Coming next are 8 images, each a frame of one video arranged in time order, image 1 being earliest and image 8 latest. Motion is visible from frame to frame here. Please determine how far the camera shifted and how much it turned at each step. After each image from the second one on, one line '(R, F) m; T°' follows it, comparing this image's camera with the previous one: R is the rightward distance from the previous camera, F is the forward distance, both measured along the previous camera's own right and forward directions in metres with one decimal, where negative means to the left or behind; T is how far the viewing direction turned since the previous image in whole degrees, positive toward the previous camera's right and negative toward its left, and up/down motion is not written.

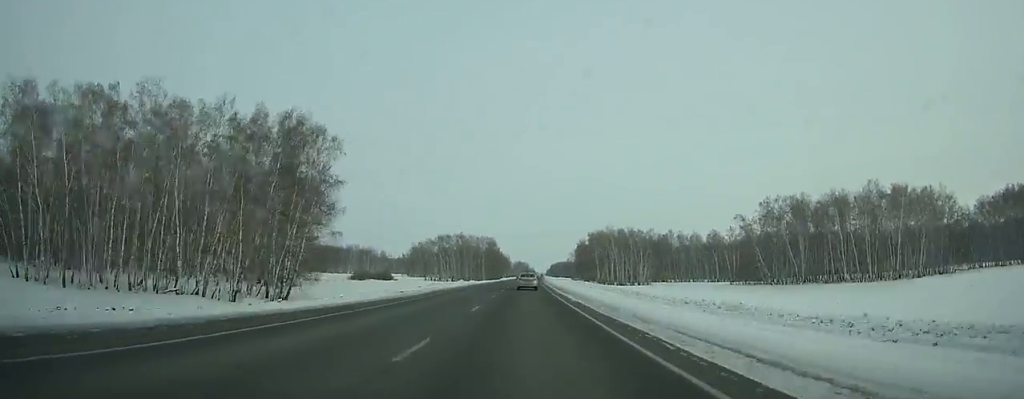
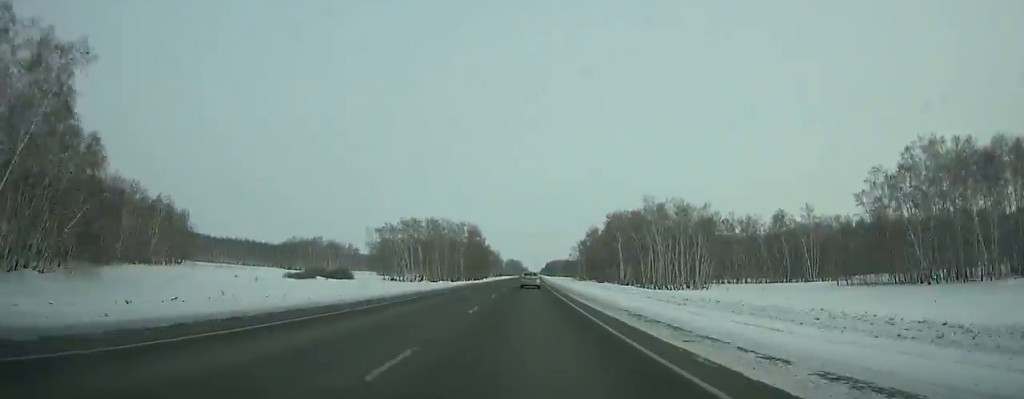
(+0.2, +61.7) m; +1°
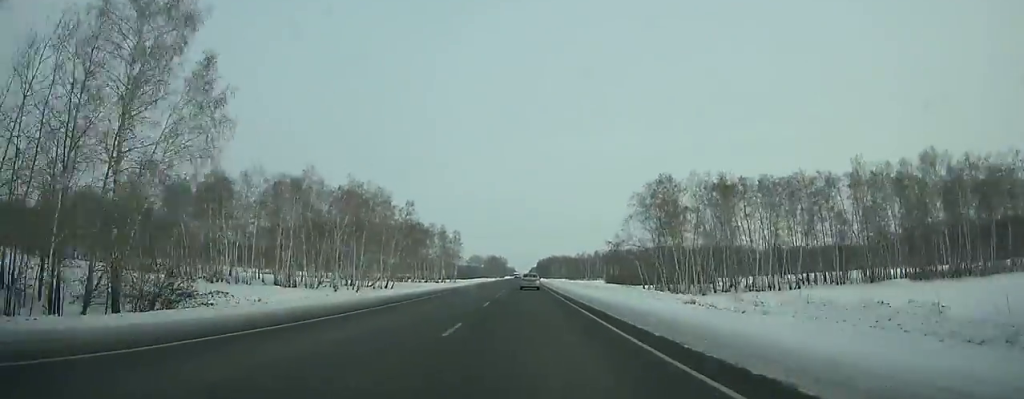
(+2.2, +185.9) m; +1°
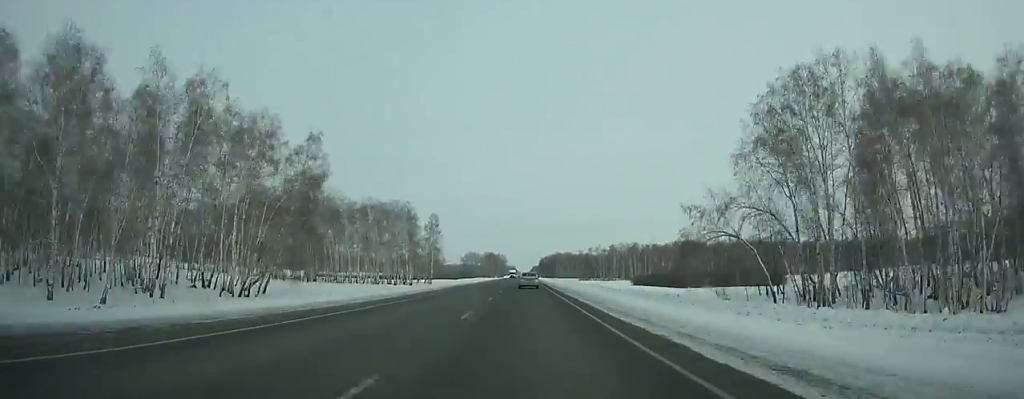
(-0.1, +55.9) m; 0°
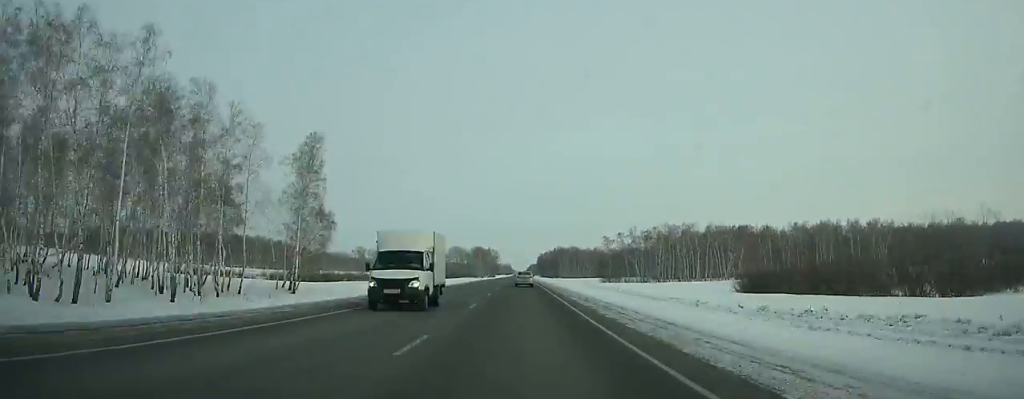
(-0.3, +91.0) m; 0°
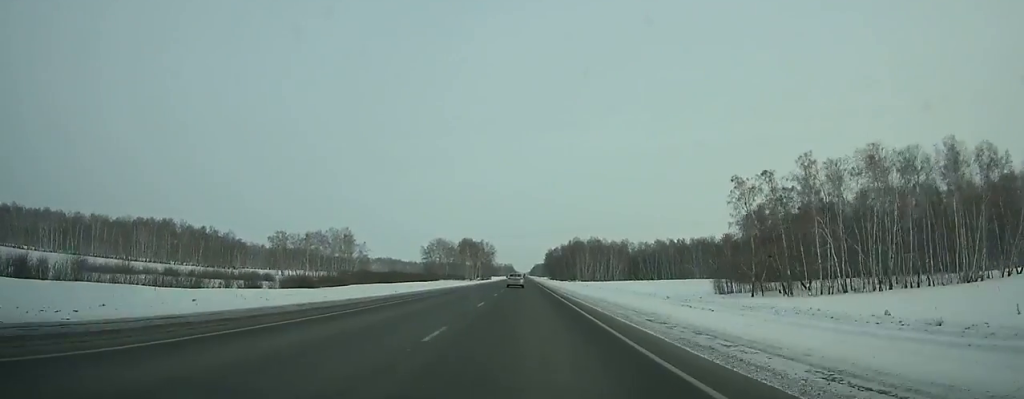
(-0.2, +108.7) m; 0°
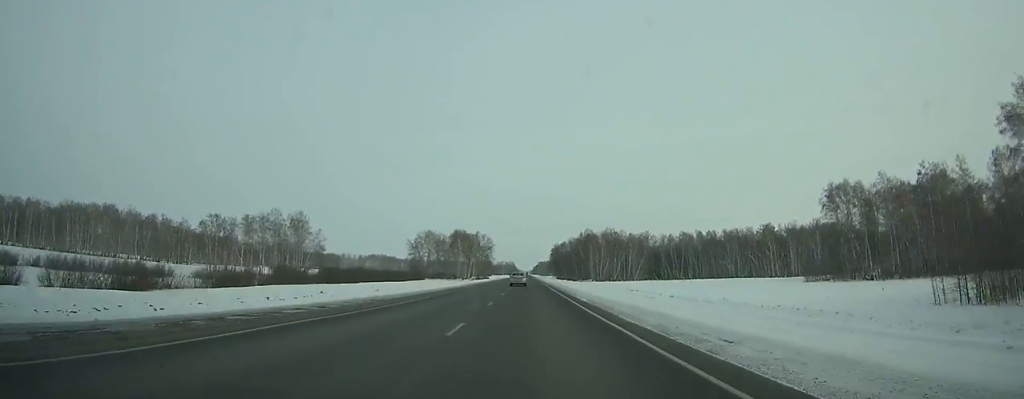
(-0.1, +47.2) m; 0°
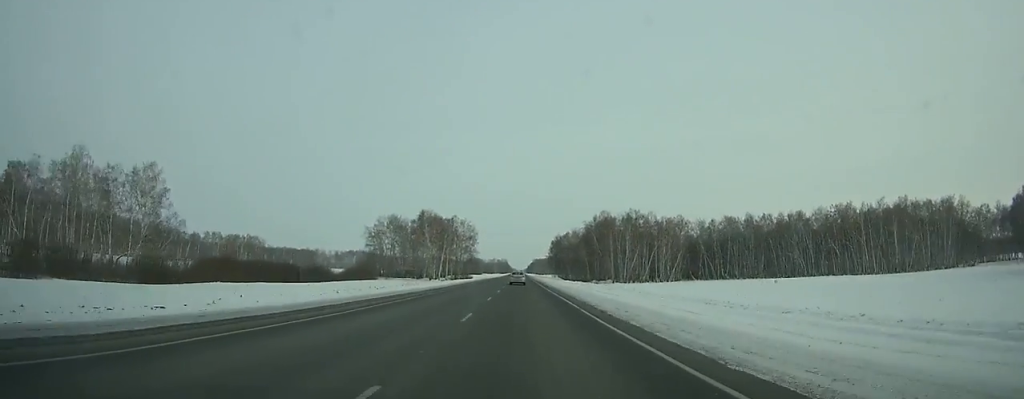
(+0.2, +68.4) m; 0°
